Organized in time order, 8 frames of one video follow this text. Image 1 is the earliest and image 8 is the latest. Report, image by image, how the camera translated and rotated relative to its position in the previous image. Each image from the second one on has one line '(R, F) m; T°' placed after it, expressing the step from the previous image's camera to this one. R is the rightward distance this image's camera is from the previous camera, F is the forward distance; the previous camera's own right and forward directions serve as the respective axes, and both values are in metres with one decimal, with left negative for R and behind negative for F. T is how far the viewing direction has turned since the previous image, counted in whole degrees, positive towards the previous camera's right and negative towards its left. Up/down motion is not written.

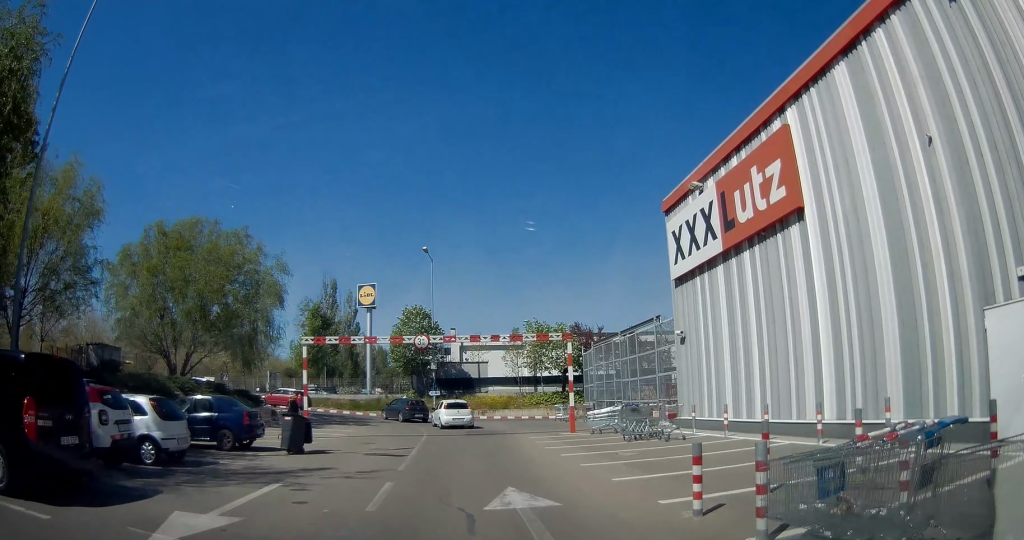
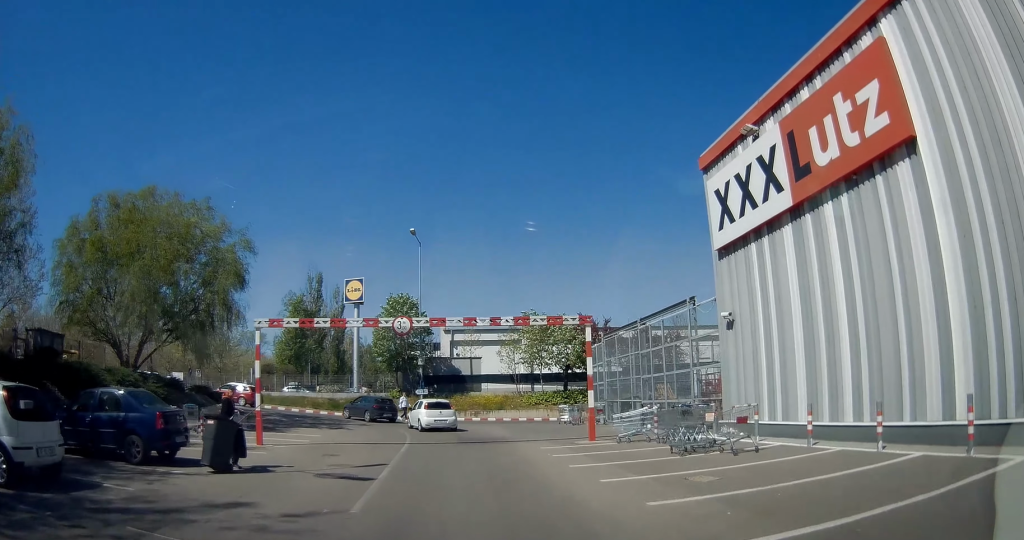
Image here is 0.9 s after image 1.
(-0.3, +4.5) m; 0°
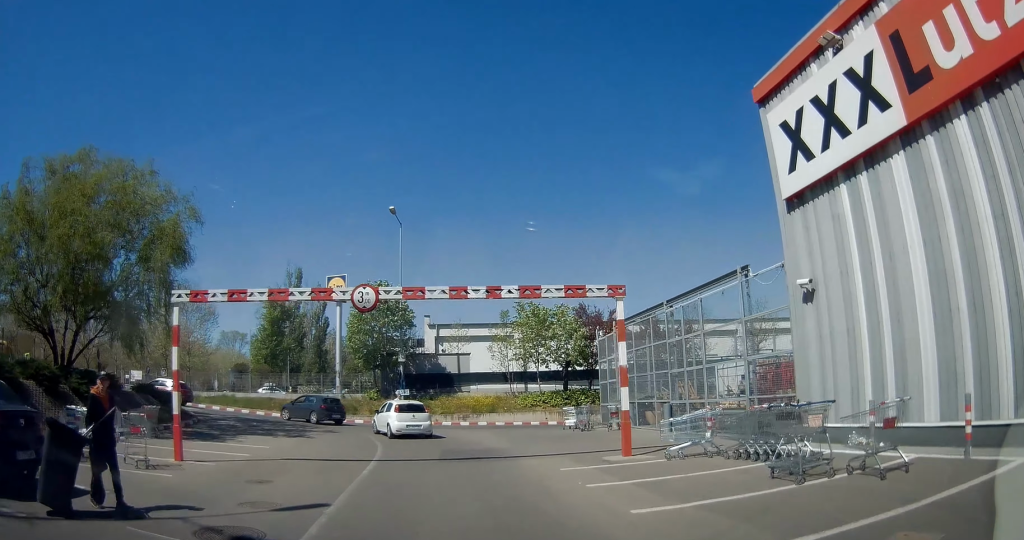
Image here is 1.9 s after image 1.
(+0.3, +4.5) m; +2°
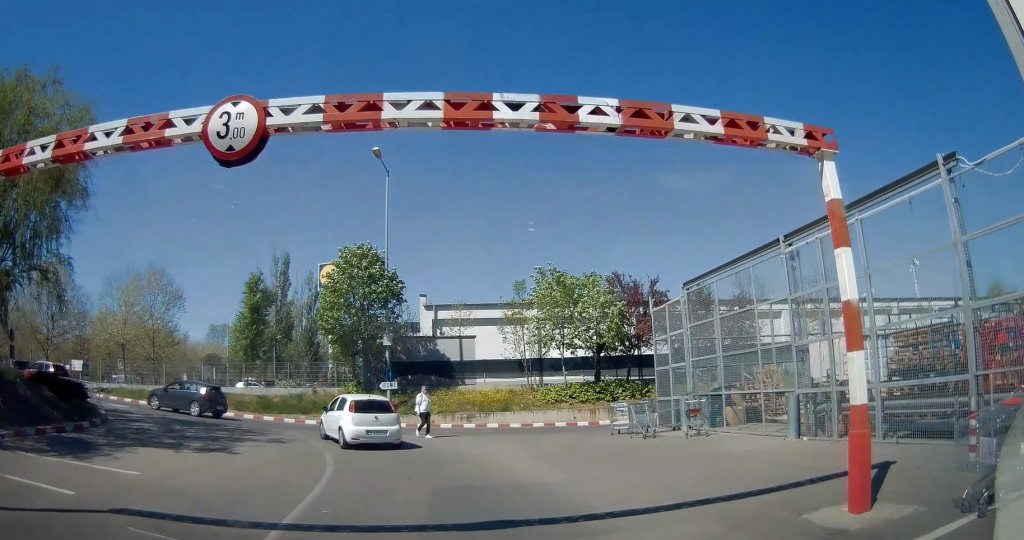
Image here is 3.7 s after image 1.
(-0.2, +8.3) m; 0°
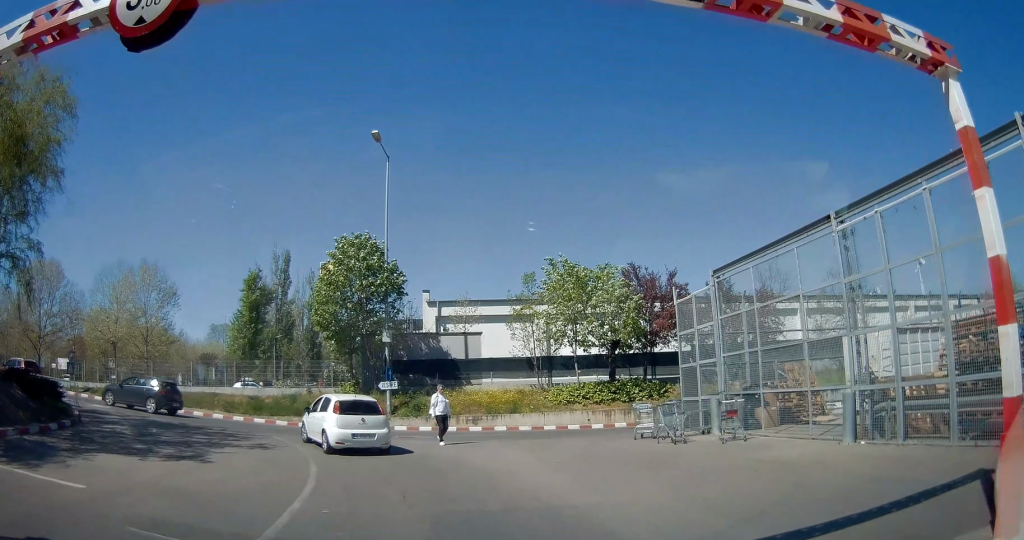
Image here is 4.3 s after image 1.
(0.0, +2.3) m; -4°
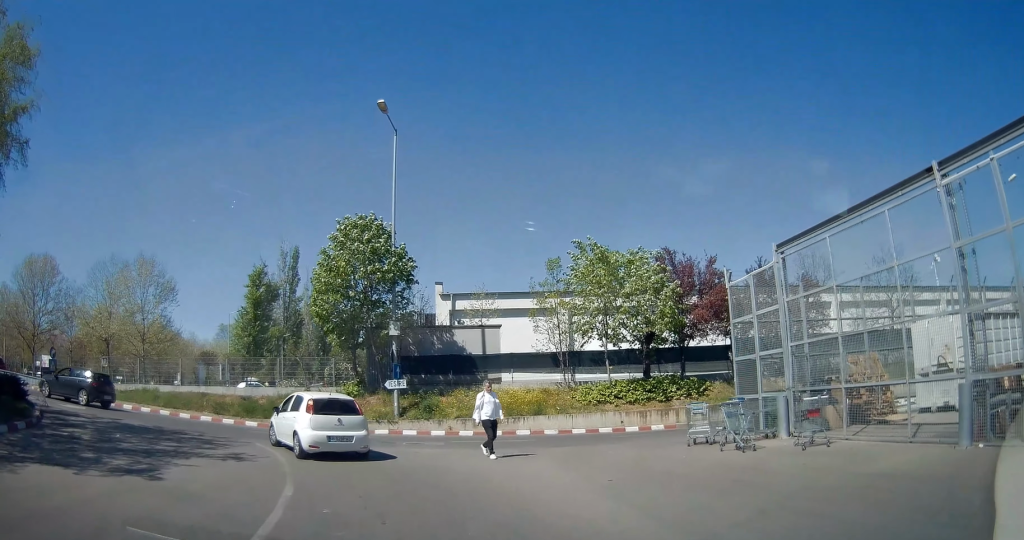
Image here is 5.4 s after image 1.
(-0.3, +3.3) m; -6°
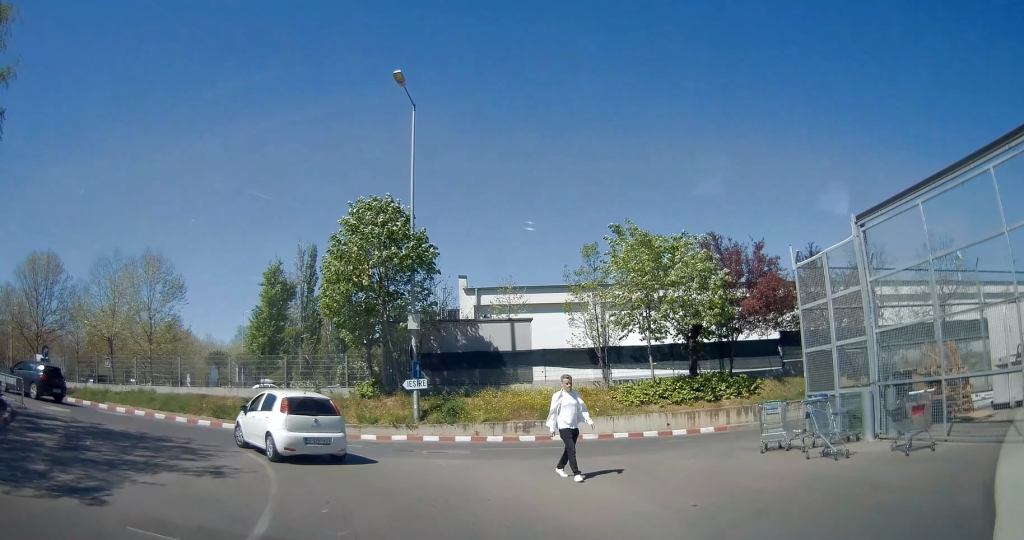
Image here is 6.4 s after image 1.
(0.0, +2.8) m; 0°
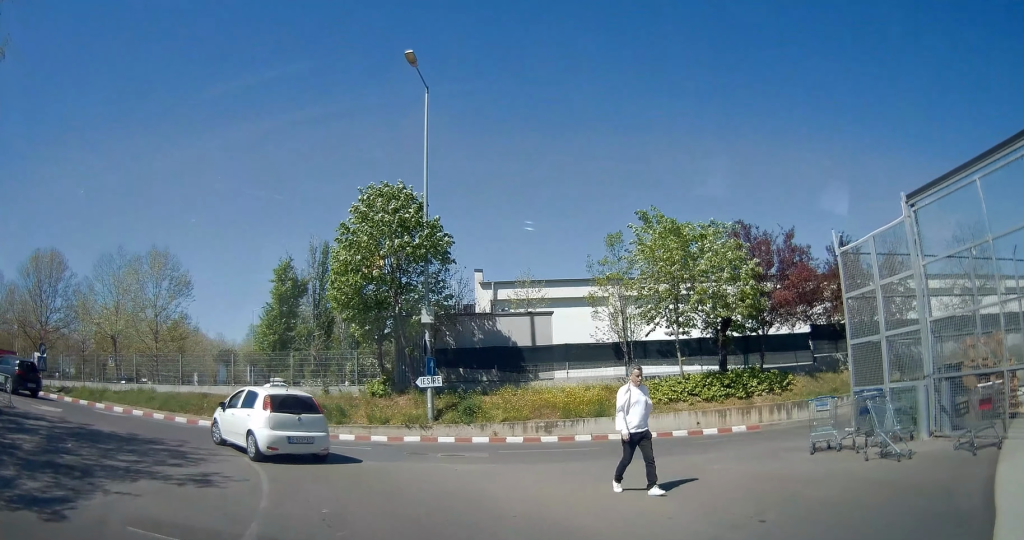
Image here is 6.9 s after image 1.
(+0.1, +1.5) m; +2°
